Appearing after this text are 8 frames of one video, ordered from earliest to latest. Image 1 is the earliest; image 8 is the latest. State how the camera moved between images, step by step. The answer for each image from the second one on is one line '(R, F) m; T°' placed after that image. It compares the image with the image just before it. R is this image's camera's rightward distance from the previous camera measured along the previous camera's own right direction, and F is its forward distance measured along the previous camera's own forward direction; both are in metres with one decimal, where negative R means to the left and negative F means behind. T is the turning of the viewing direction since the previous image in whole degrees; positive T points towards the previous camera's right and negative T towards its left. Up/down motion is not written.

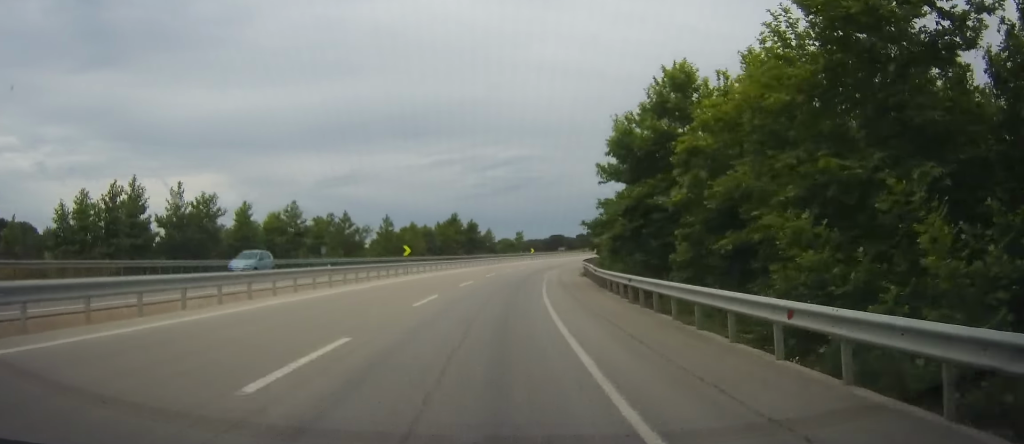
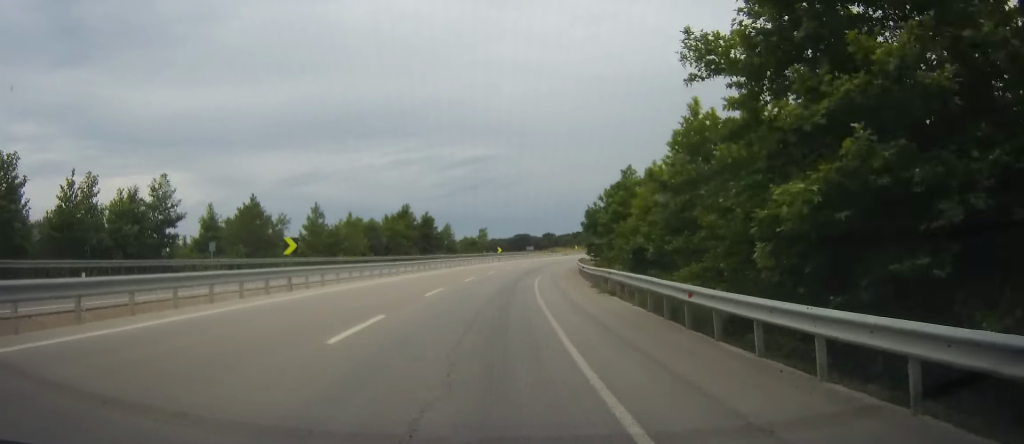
(+0.2, +19.8) m; +3°
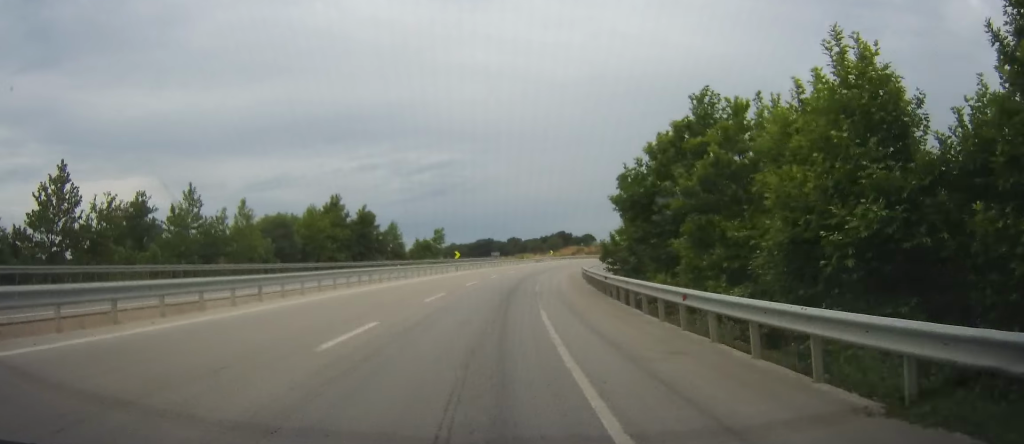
(+1.0, +24.1) m; +5°
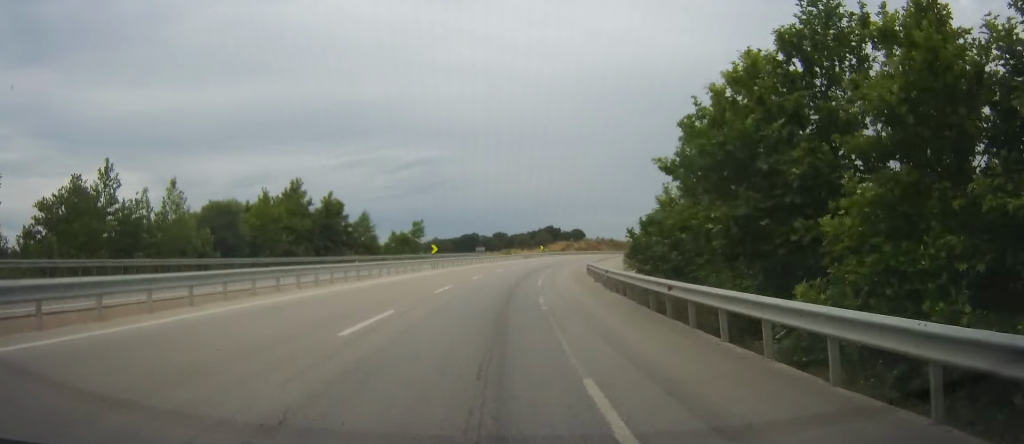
(+0.2, +10.3) m; +2°
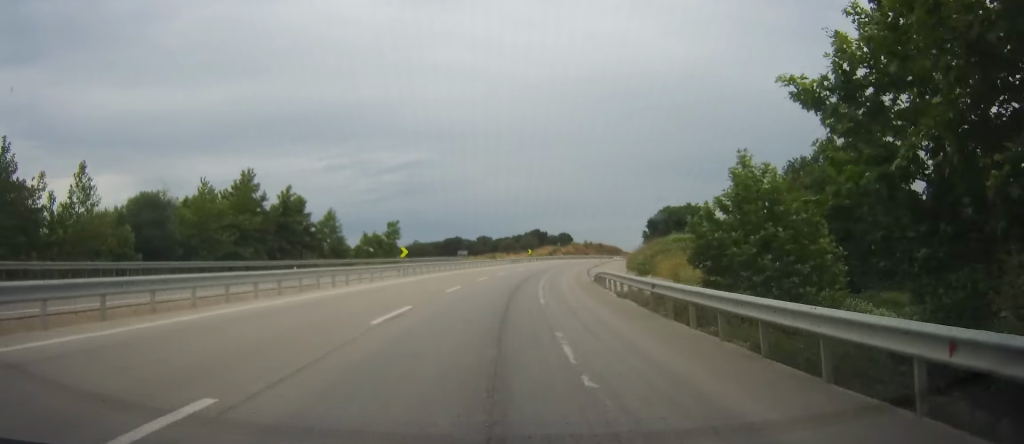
(+0.2, +9.9) m; +1°
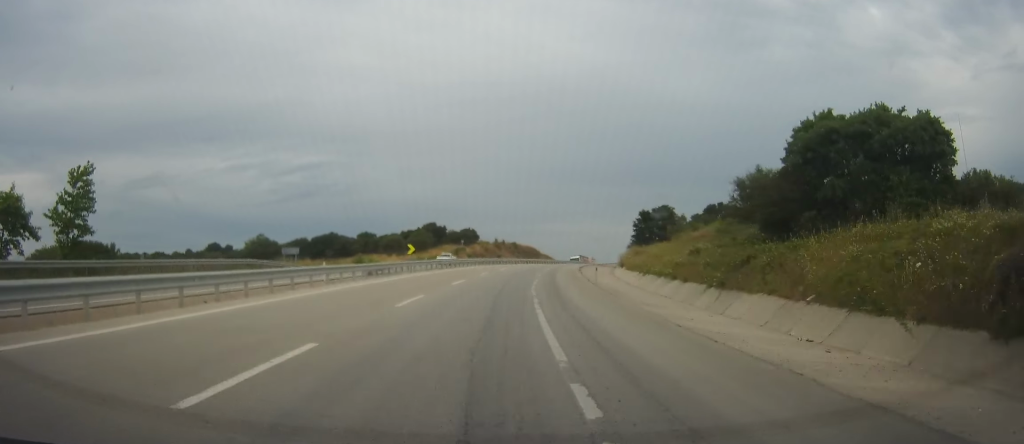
(+4.2, +55.2) m; +10°
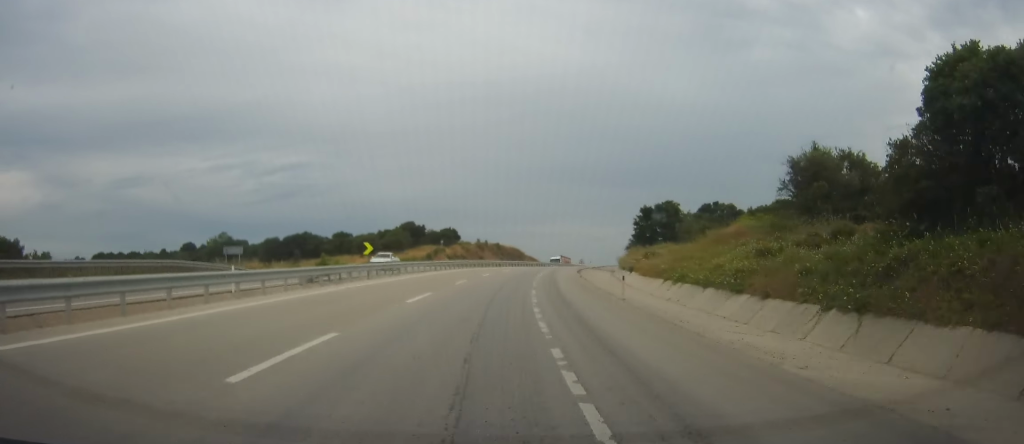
(+0.2, +10.5) m; +2°
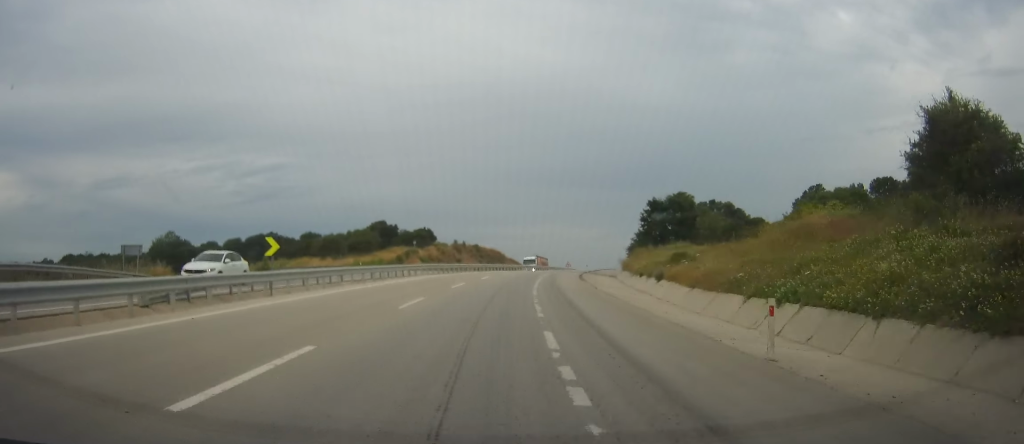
(+0.2, +13.6) m; +2°
